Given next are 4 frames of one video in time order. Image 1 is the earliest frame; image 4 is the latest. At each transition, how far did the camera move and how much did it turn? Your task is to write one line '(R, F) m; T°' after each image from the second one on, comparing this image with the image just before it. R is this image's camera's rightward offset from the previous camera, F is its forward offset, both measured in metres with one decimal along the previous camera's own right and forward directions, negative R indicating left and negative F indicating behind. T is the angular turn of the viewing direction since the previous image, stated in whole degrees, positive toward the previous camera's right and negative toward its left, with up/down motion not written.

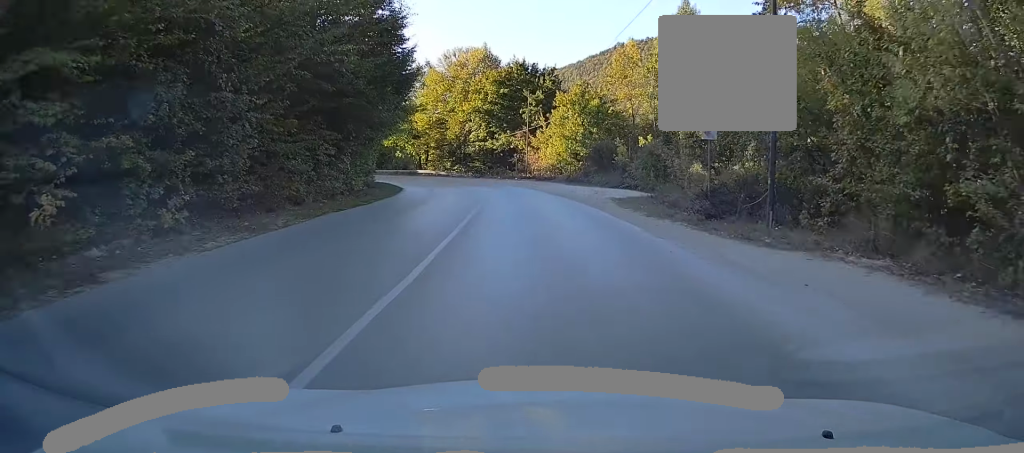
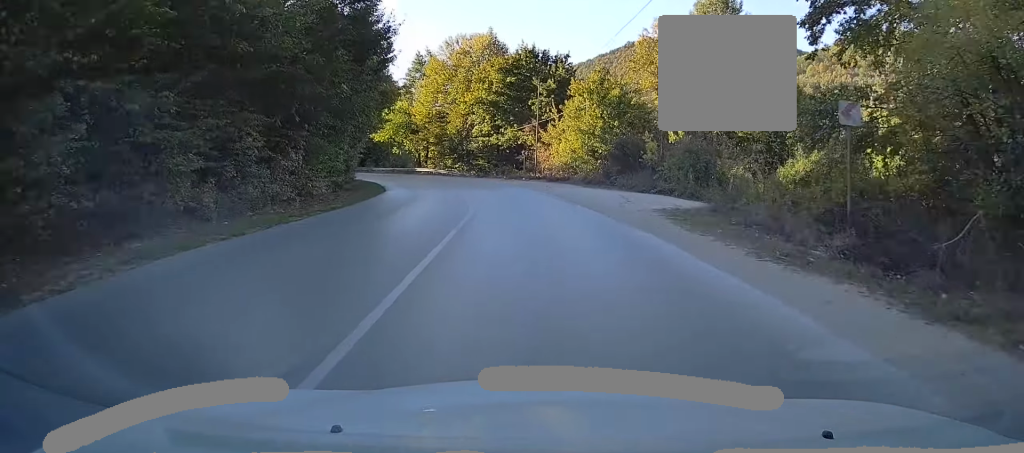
(-0.1, +7.8) m; -1°
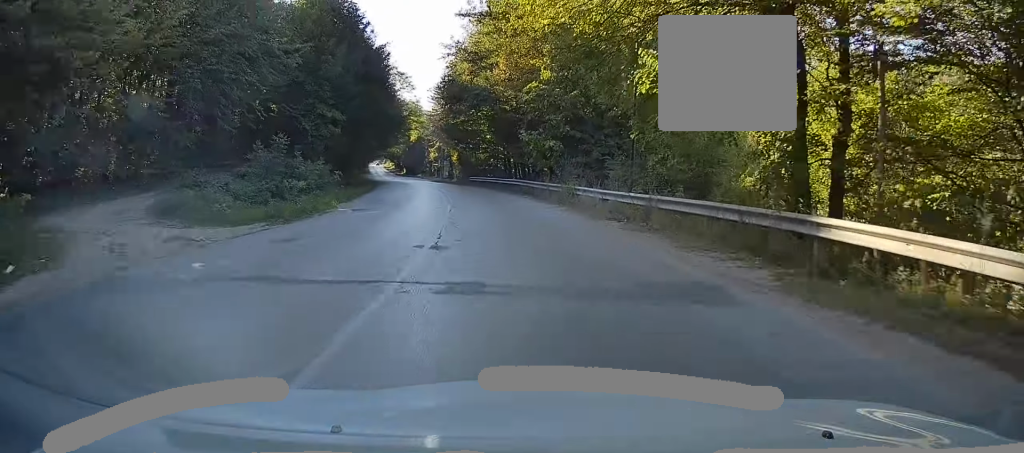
(-12.7, +69.4) m; -23°
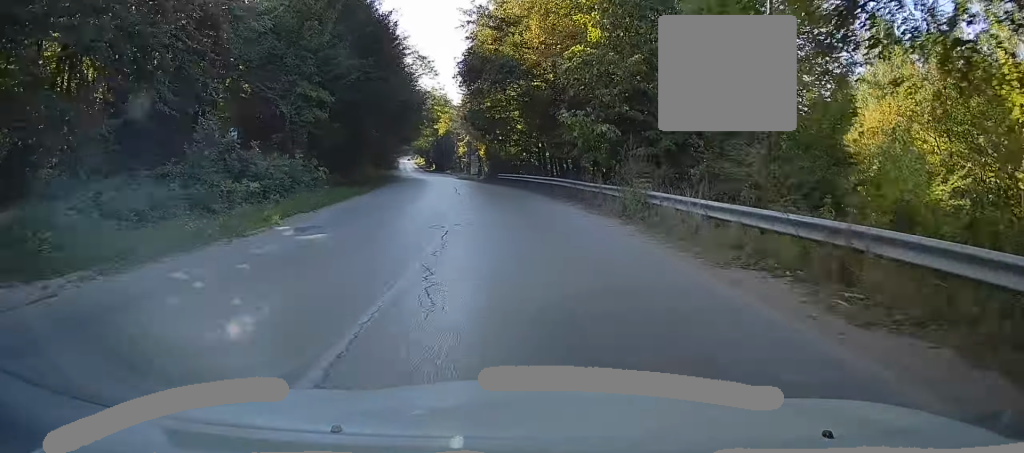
(-0.1, +8.6) m; -3°
